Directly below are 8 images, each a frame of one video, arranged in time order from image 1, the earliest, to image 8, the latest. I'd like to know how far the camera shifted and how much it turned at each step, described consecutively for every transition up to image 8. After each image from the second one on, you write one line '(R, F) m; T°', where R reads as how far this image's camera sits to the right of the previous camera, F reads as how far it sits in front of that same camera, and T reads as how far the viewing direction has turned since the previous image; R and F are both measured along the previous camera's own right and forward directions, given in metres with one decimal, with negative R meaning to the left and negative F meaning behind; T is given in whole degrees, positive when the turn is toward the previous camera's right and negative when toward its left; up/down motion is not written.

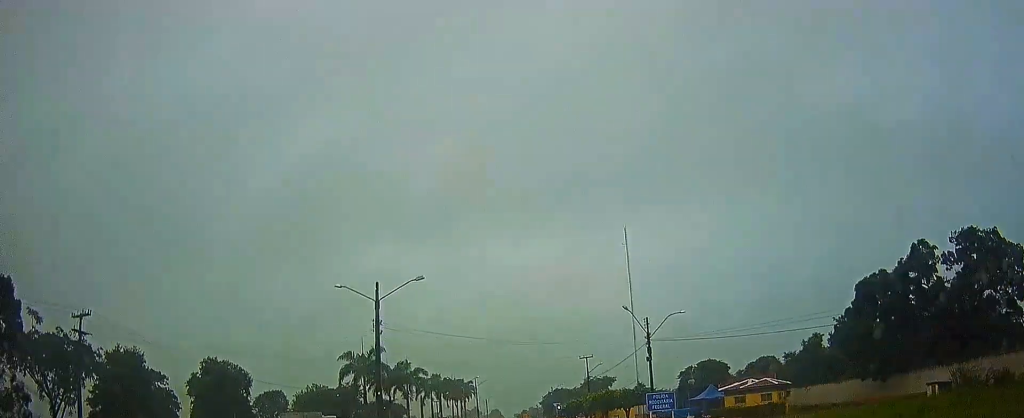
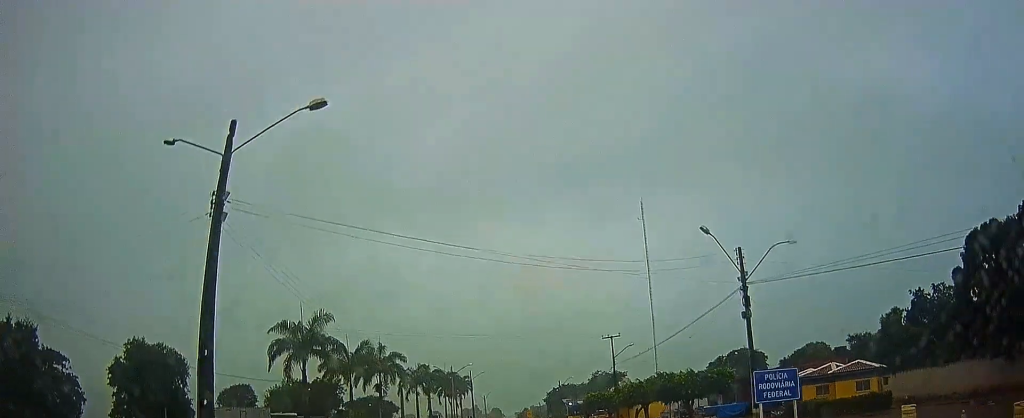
(-0.1, +18.5) m; -1°
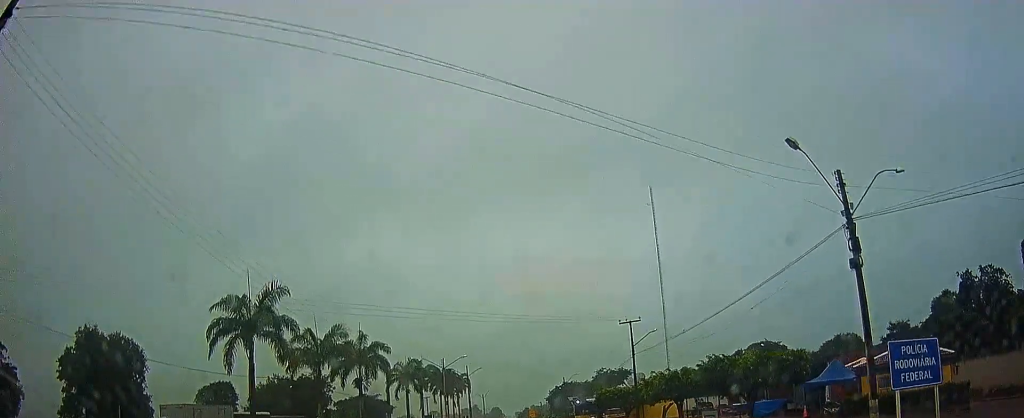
(0.0, +9.0) m; 0°
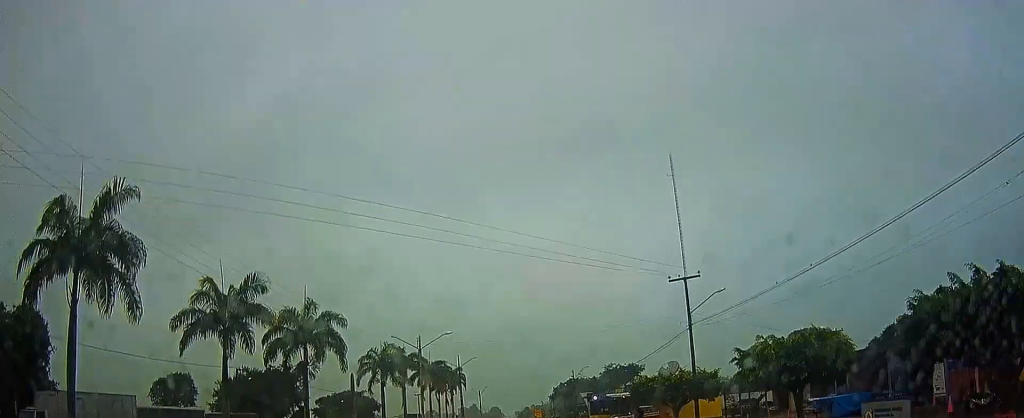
(+0.1, +15.4) m; +1°
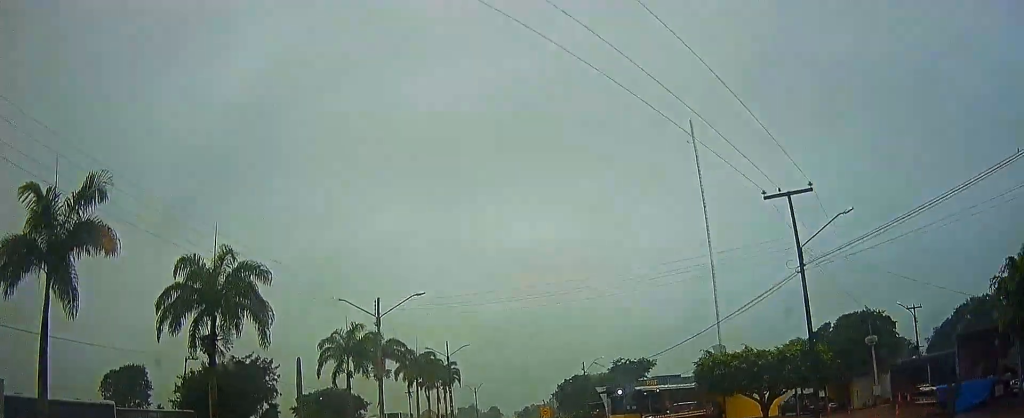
(+0.2, +13.4) m; 0°
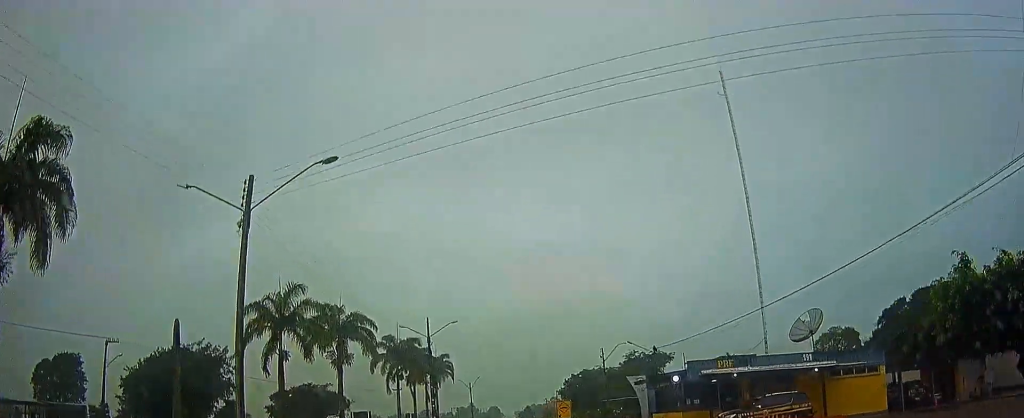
(-0.4, +15.5) m; -2°
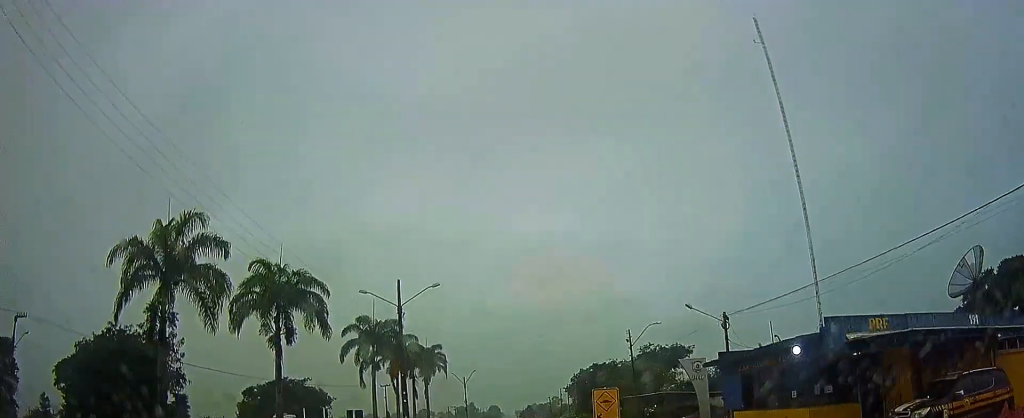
(0.0, +14.1) m; -1°
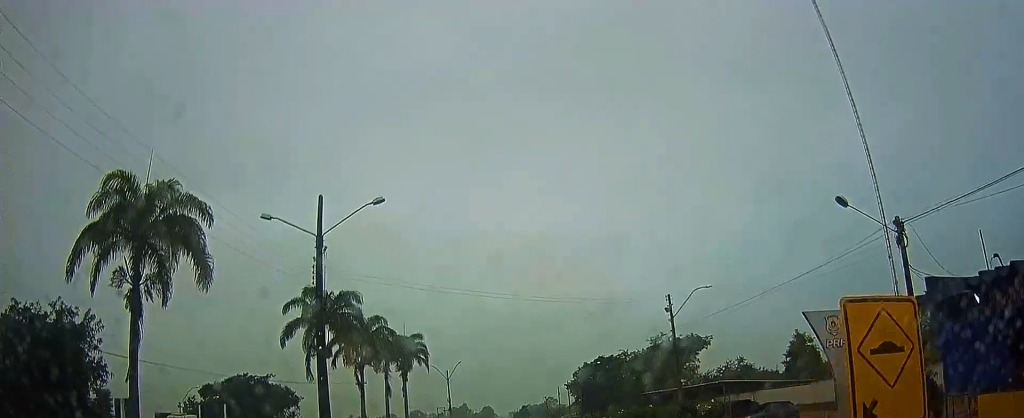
(0.0, +16.9) m; +2°
